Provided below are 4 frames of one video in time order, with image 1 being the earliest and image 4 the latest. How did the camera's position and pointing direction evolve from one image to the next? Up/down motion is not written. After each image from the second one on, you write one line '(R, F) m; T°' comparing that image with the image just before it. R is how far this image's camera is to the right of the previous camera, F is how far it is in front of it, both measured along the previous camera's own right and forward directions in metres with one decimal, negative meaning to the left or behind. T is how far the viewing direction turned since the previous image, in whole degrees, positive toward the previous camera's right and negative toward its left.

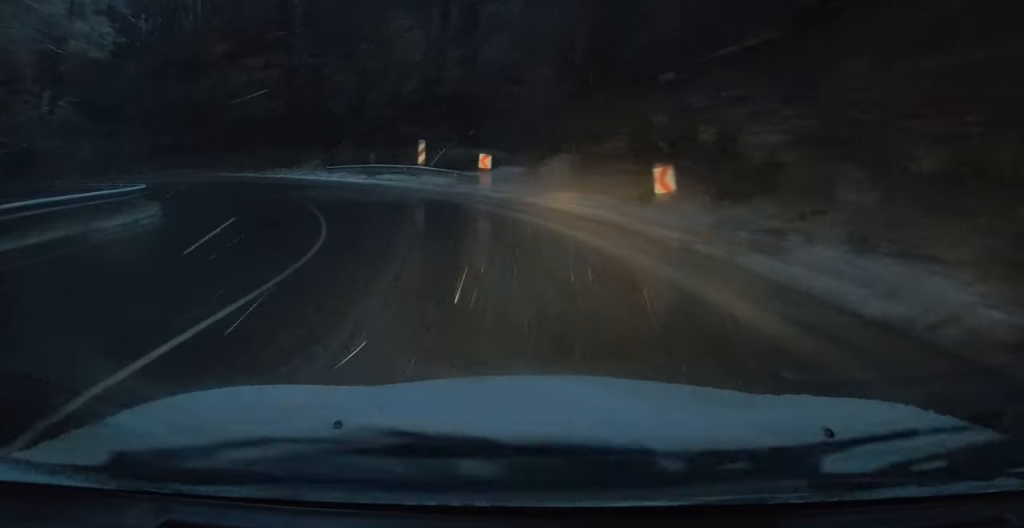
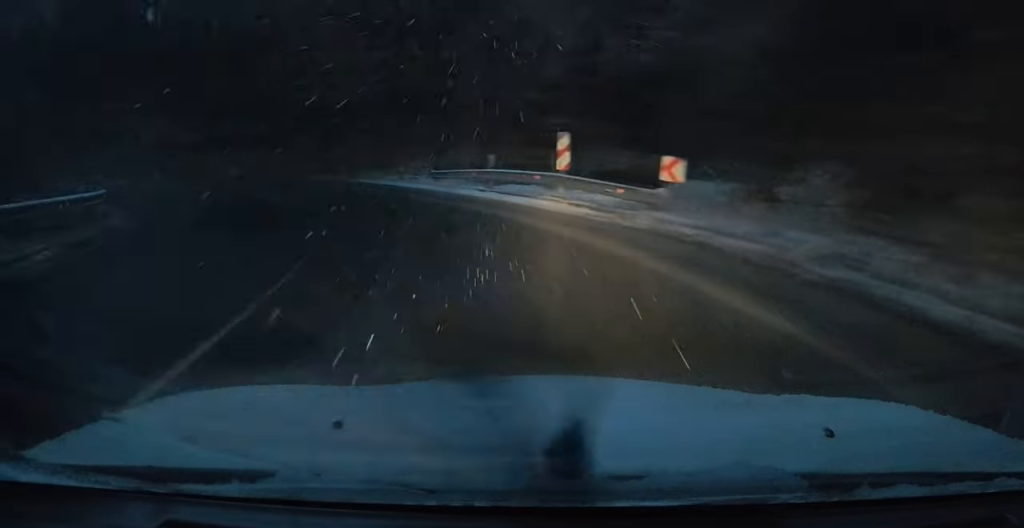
(-1.3, +10.3) m; -12°
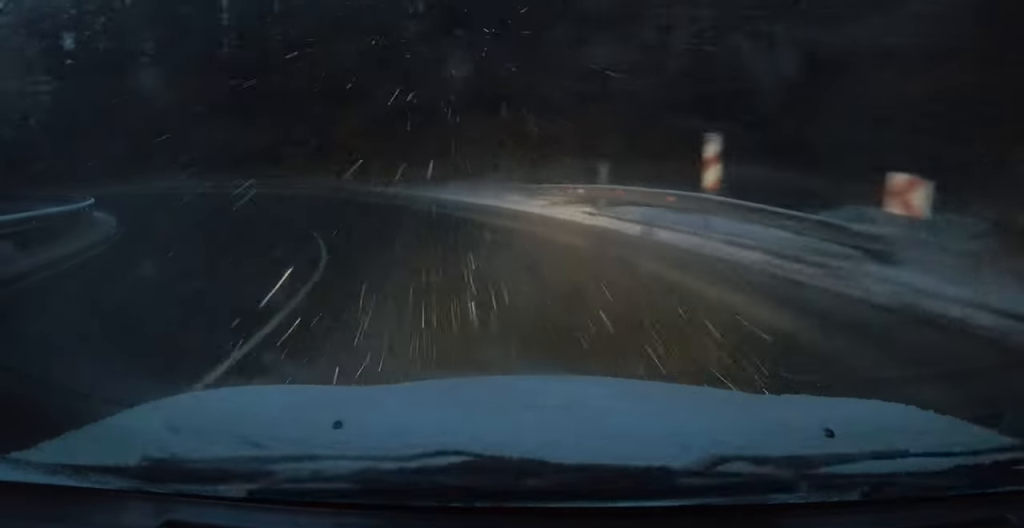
(-0.3, +5.8) m; -10°
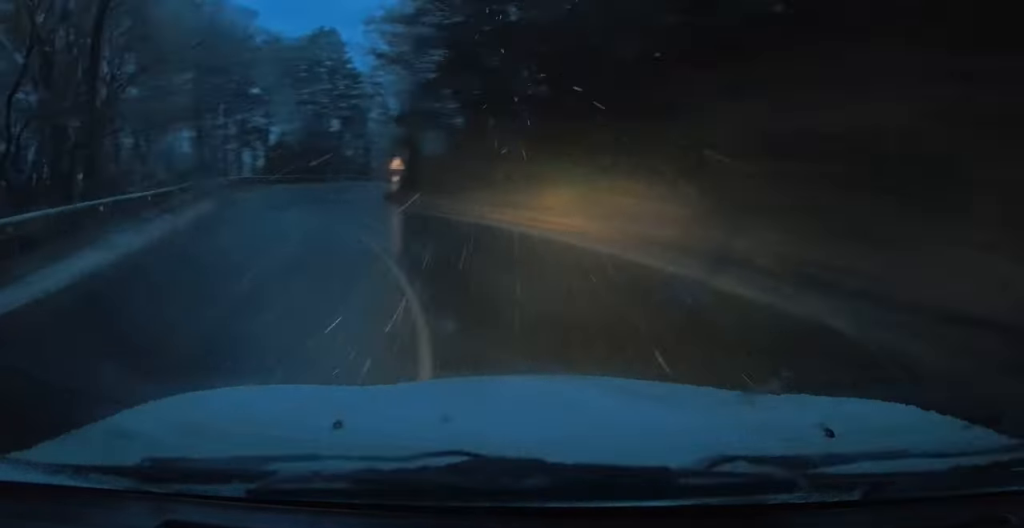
(-12.7, +21.6) m; -59°
